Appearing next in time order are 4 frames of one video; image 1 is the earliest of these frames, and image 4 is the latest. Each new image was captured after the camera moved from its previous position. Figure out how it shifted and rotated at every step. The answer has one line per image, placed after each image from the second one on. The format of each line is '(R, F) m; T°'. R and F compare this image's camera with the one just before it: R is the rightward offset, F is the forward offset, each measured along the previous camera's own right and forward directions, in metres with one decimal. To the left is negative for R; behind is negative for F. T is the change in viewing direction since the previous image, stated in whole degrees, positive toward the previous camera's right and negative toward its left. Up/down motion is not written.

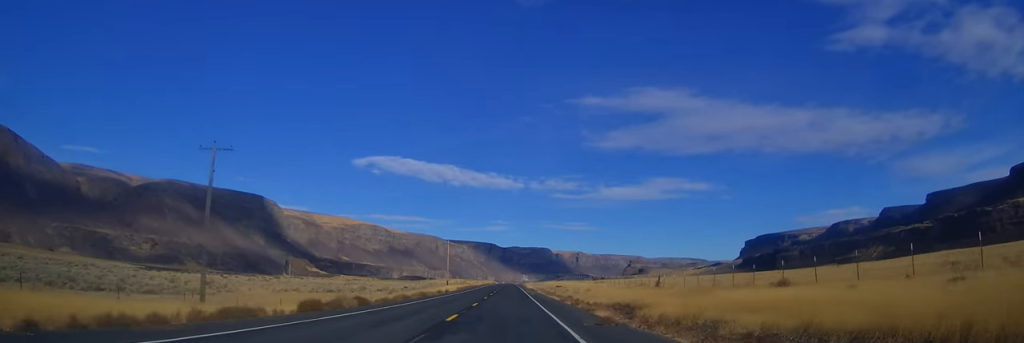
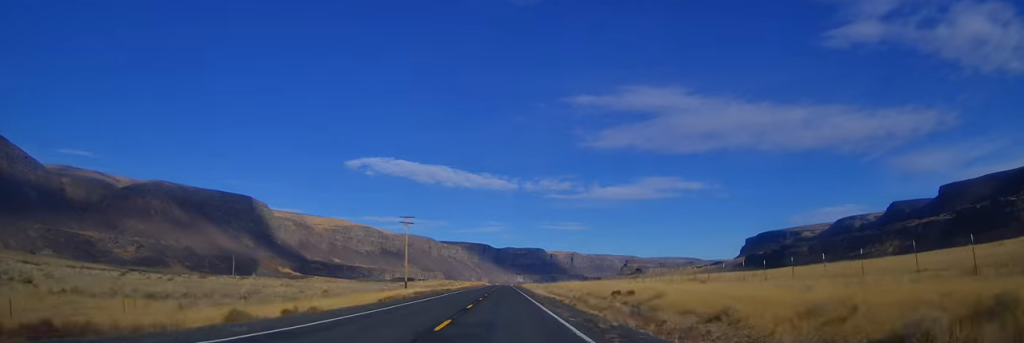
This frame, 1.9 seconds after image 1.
(-0.3, +52.1) m; -1°
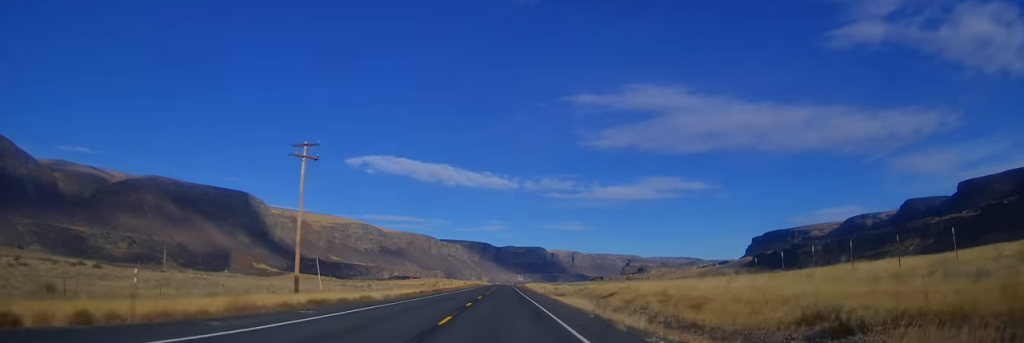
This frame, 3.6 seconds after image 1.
(-0.1, +47.4) m; 0°
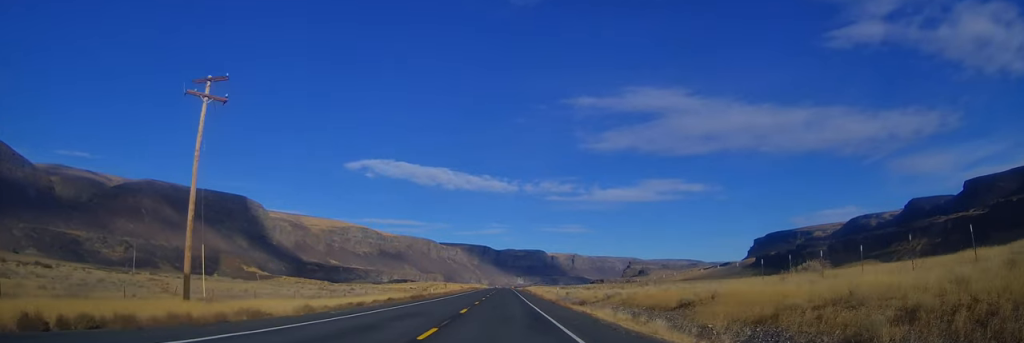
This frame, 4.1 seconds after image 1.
(+0.2, +15.9) m; 0°
